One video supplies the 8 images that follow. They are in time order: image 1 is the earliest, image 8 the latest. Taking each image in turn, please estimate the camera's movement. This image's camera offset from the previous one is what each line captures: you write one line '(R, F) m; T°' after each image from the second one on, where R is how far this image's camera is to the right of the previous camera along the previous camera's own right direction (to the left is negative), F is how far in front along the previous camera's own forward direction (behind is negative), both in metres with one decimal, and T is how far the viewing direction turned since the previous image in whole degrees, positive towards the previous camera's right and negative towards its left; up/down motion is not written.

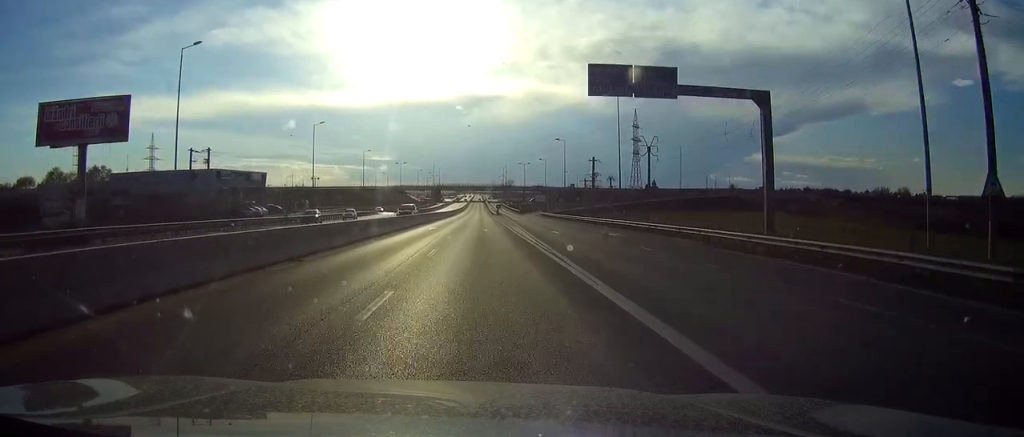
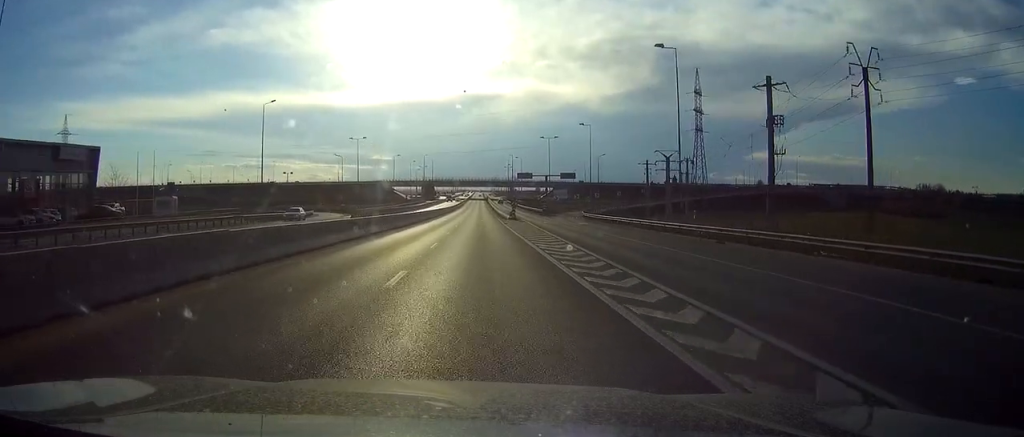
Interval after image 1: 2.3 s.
(0.0, +68.4) m; 0°
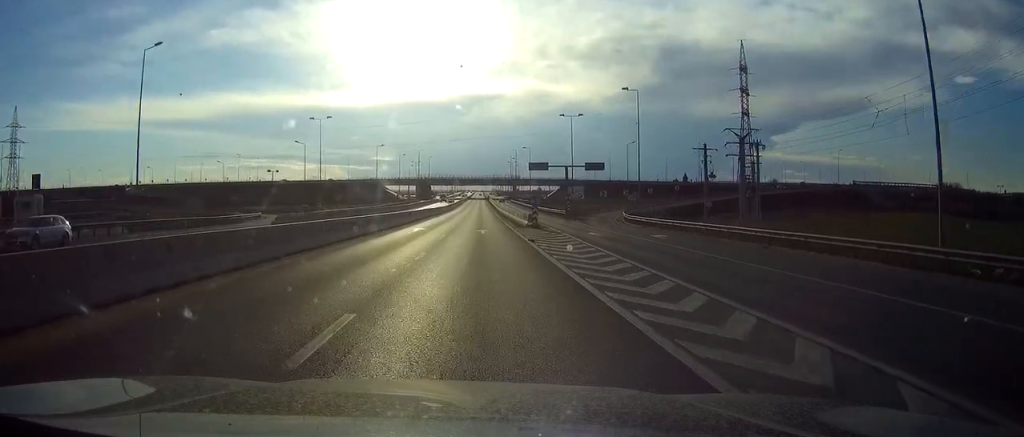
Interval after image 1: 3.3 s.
(-0.1, +30.3) m; 0°
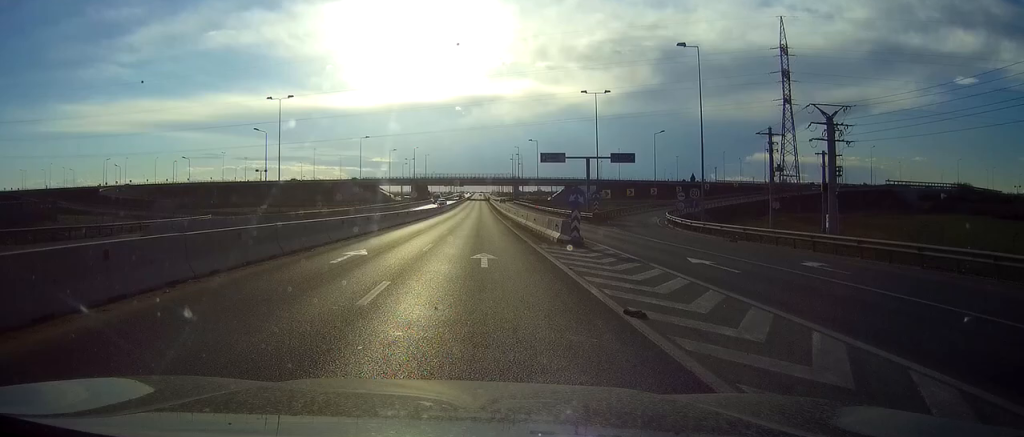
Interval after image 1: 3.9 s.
(-0.1, +20.2) m; 0°
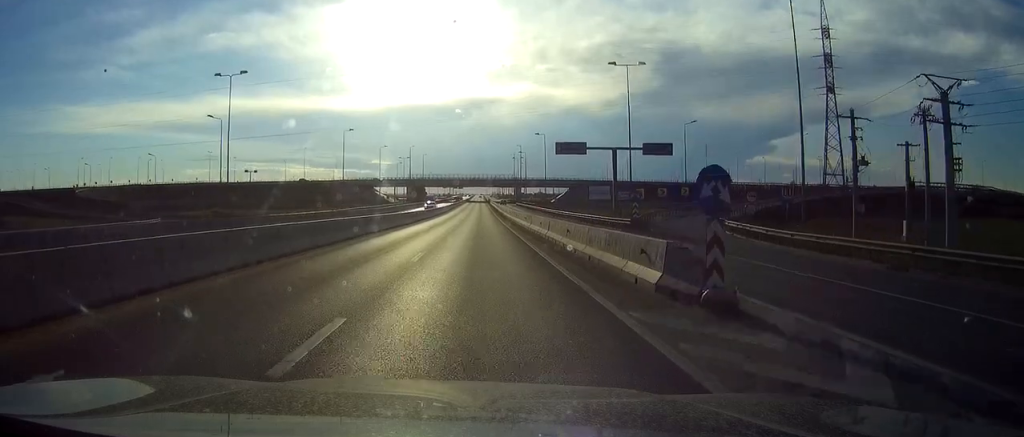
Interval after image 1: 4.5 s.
(+0.1, +16.1) m; 0°
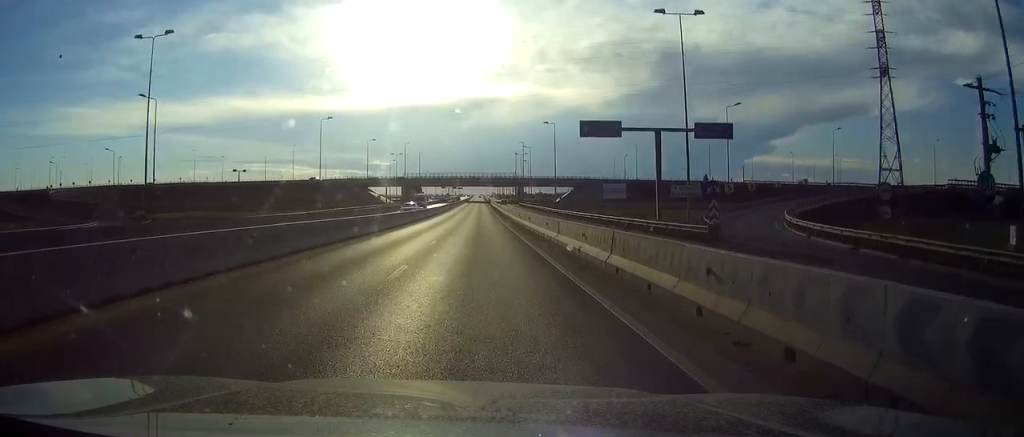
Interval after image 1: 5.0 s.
(0.0, +16.1) m; 0°
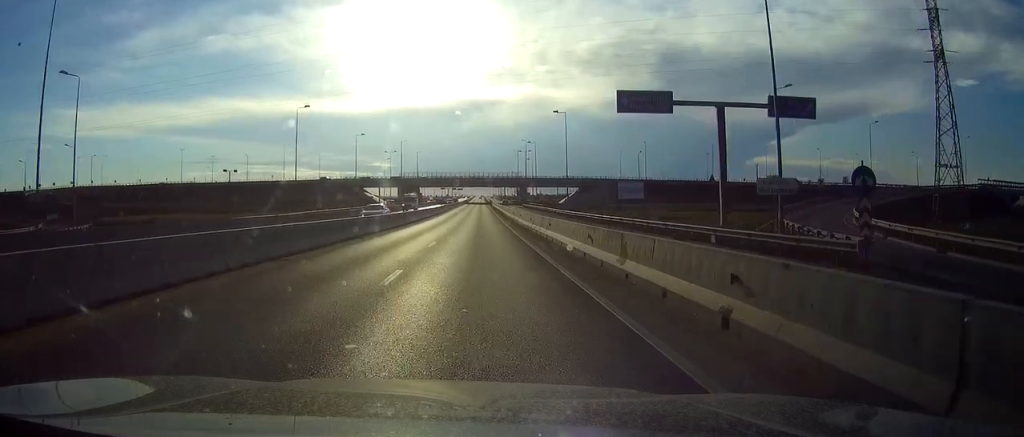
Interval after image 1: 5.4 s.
(+0.1, +13.1) m; 0°
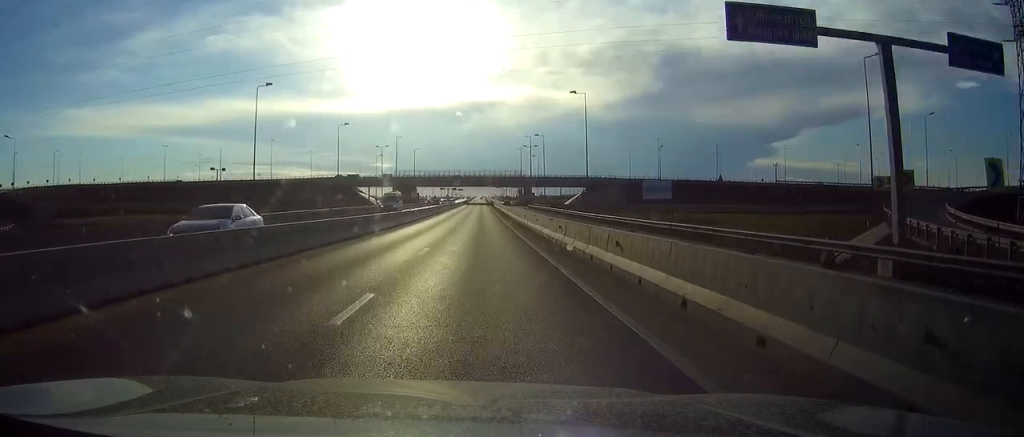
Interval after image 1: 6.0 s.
(+0.1, +16.1) m; 0°
